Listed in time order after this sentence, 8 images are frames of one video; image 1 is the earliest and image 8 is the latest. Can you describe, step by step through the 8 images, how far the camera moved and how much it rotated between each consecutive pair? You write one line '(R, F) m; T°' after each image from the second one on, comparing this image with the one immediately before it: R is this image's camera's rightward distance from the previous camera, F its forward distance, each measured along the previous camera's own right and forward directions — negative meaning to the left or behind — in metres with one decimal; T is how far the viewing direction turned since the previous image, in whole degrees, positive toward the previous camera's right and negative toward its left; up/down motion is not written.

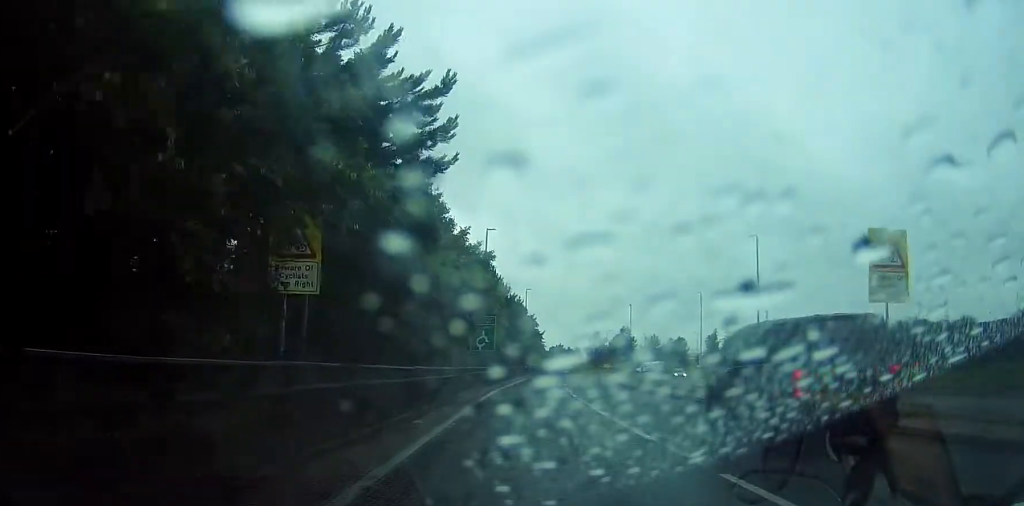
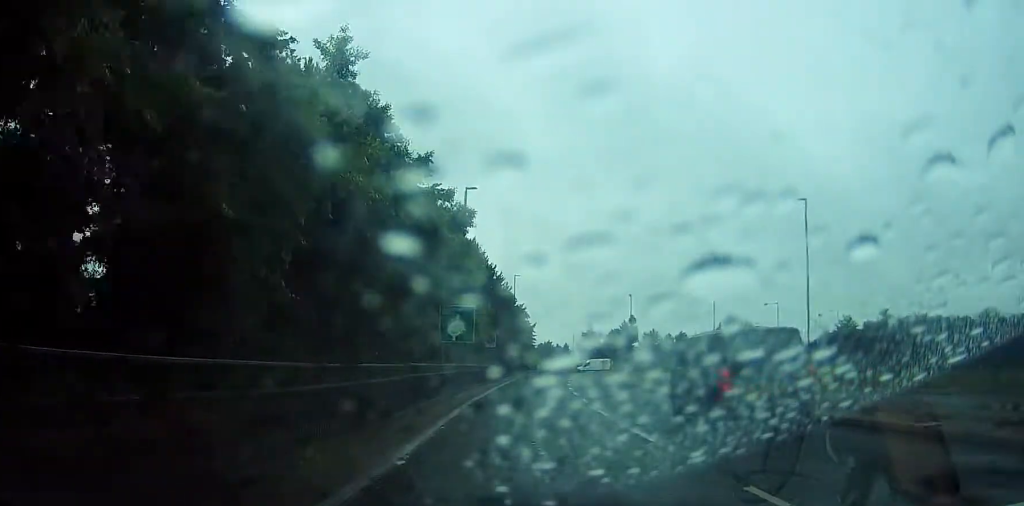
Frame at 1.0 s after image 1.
(0.0, +12.6) m; +1°
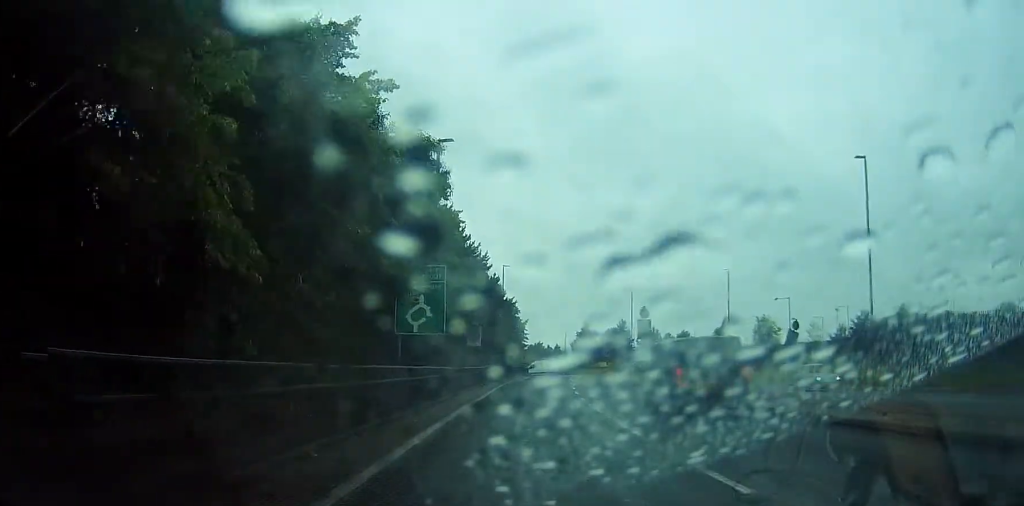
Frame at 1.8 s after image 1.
(+0.2, +10.2) m; +1°
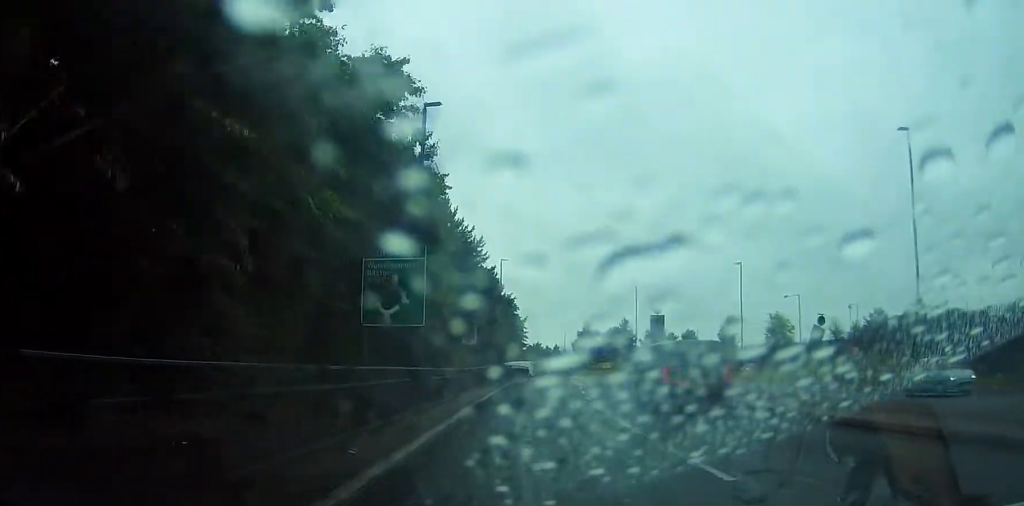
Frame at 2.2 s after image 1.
(0.0, +5.1) m; 0°
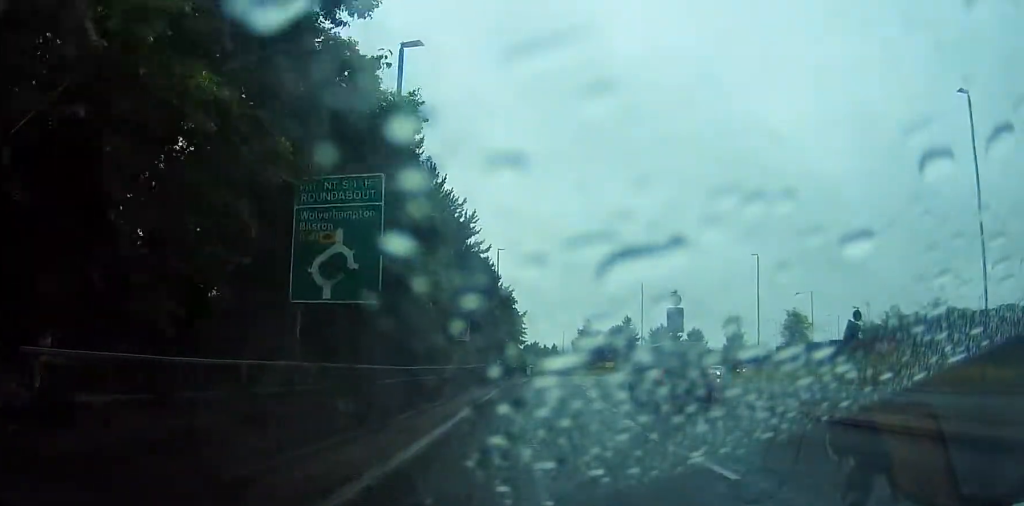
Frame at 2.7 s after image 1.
(0.0, +5.8) m; 0°
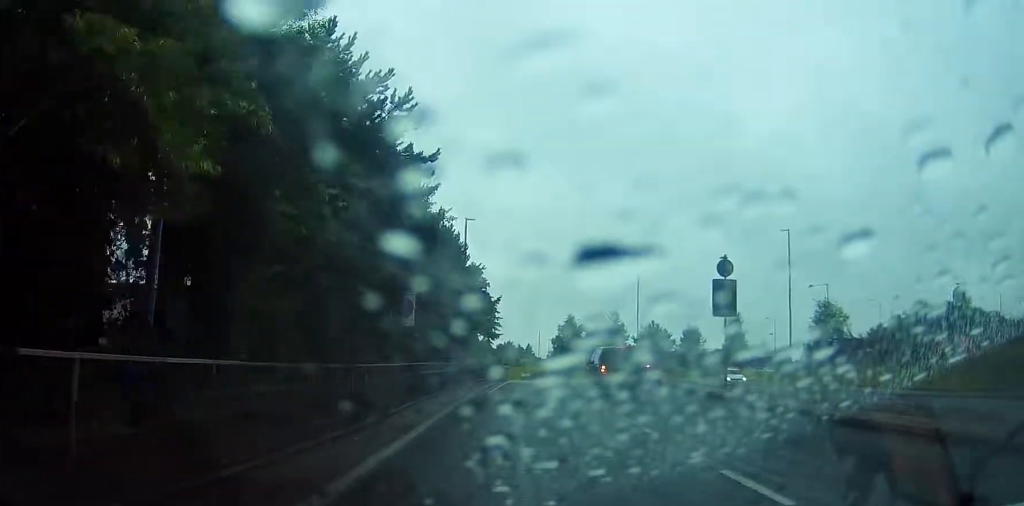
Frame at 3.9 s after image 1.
(+0.1, +13.5) m; +1°
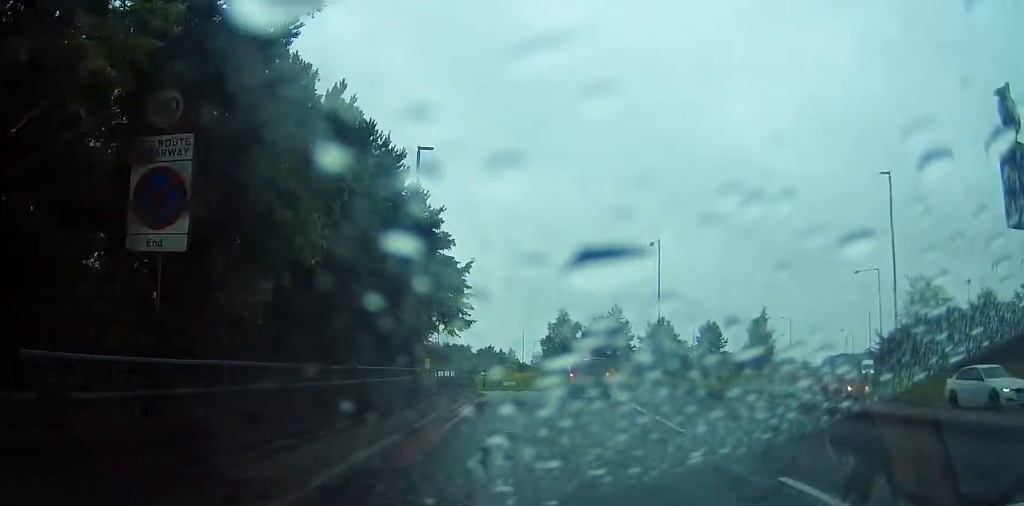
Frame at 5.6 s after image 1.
(+0.2, +18.7) m; +2°
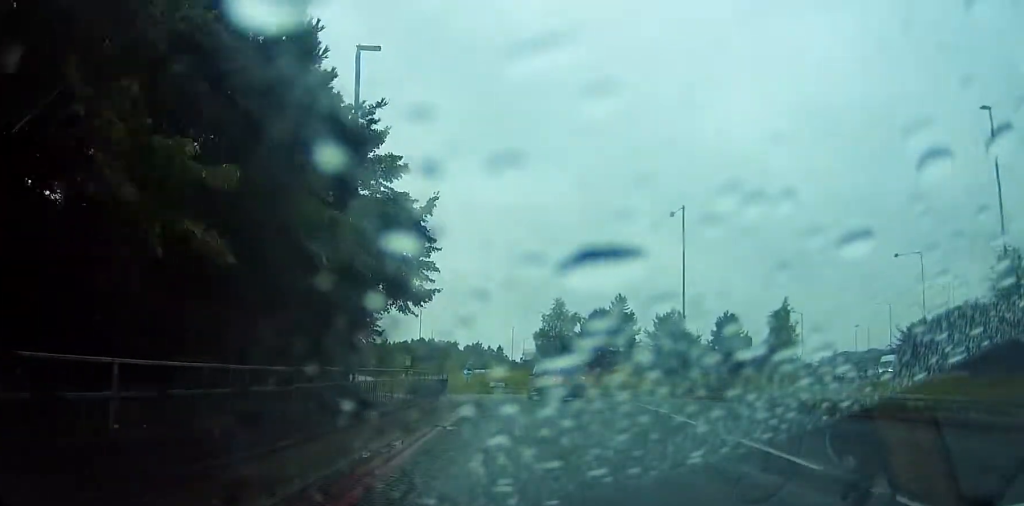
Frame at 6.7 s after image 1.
(+0.2, +11.1) m; 0°
